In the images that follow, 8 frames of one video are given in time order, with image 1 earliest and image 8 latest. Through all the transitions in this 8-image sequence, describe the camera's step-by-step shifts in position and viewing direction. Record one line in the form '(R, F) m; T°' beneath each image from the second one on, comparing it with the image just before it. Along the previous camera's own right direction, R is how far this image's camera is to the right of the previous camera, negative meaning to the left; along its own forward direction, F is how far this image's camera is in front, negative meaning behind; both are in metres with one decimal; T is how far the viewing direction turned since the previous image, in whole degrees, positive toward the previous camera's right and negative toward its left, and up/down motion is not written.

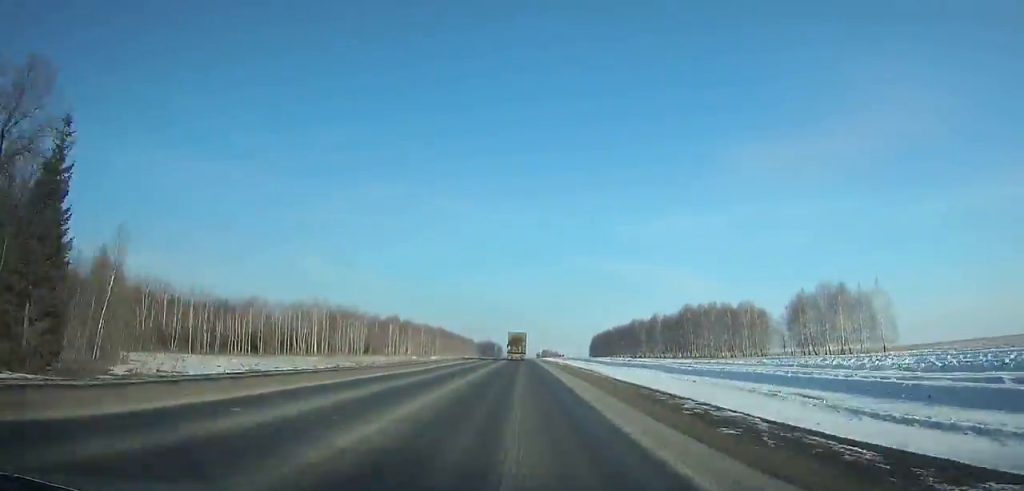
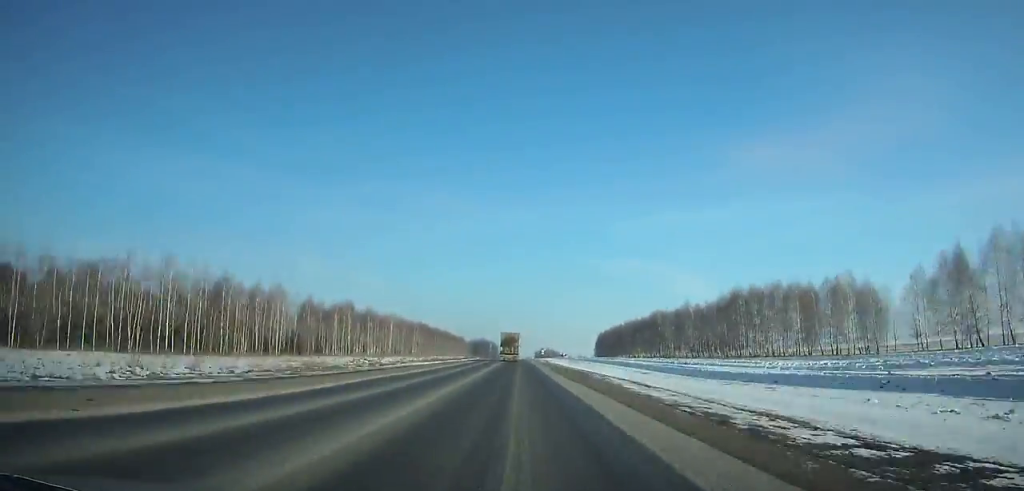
(+0.2, +49.1) m; 0°
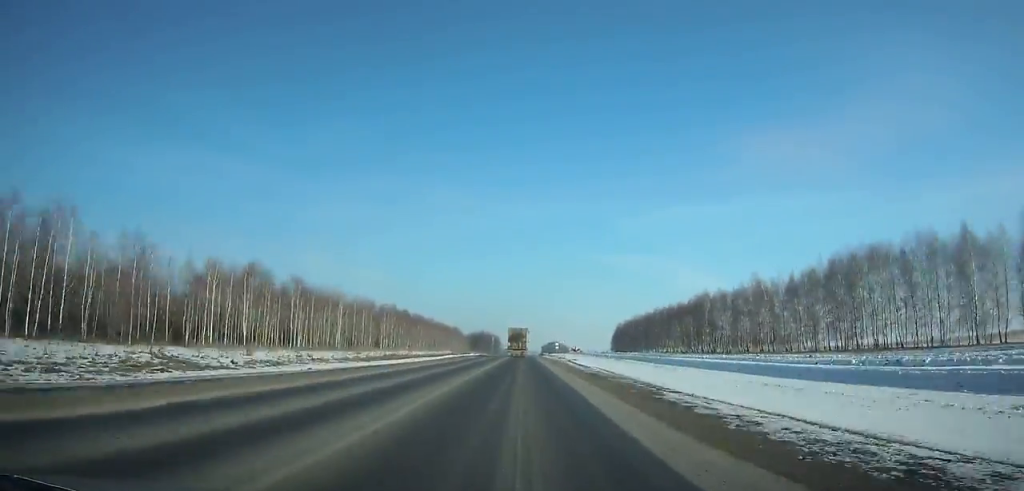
(-0.3, +54.3) m; 0°
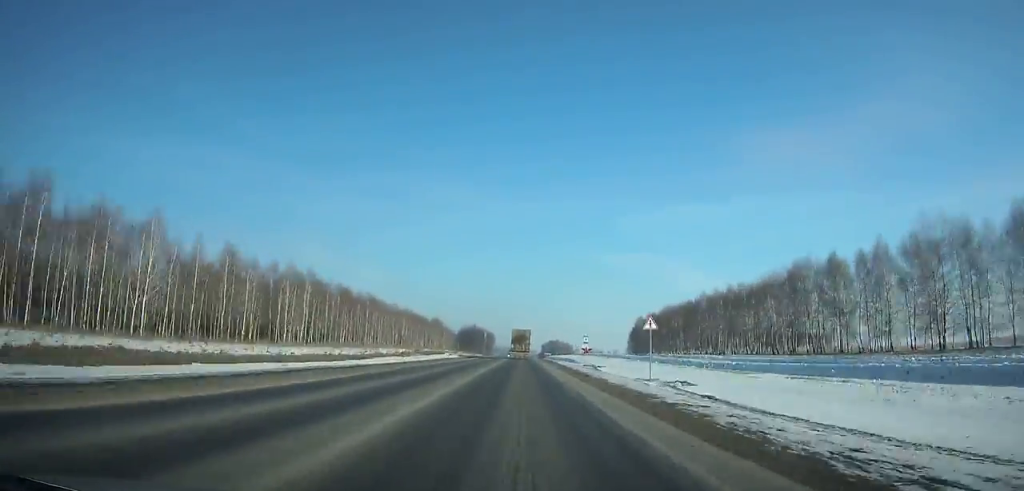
(0.0, +67.1) m; 0°
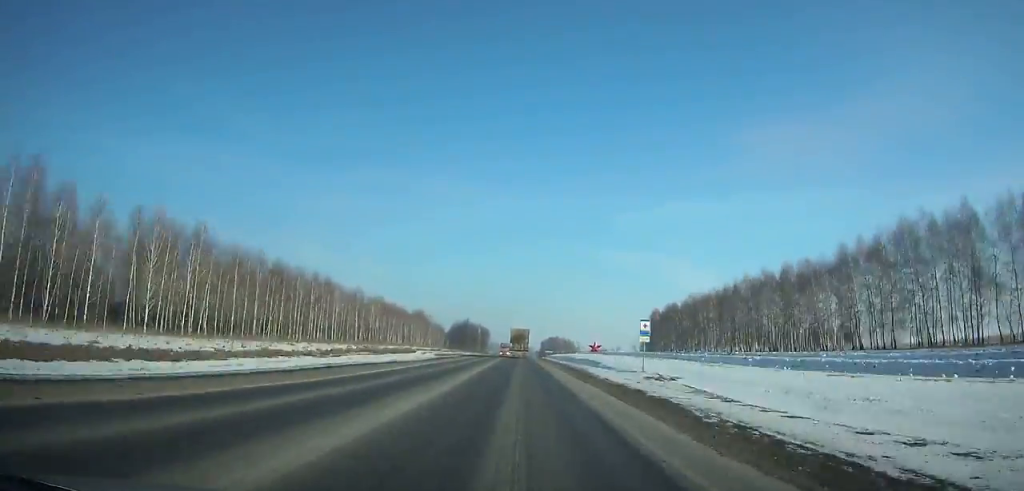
(0.0, +37.3) m; 0°
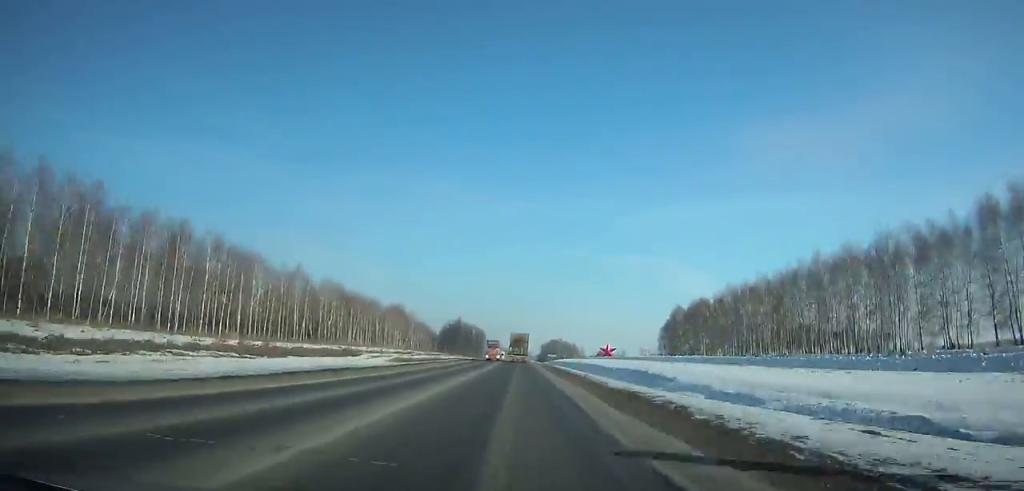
(0.0, +37.3) m; 0°
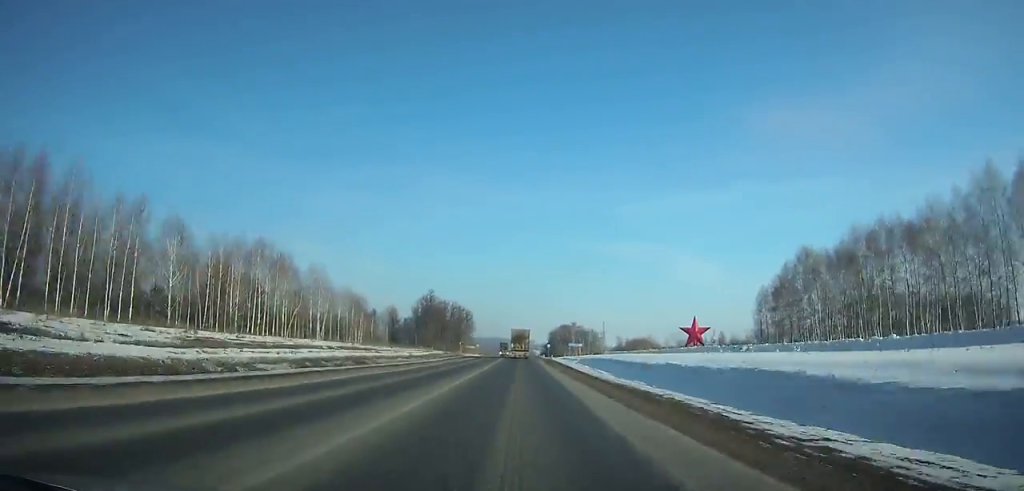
(0.0, +96.5) m; 0°
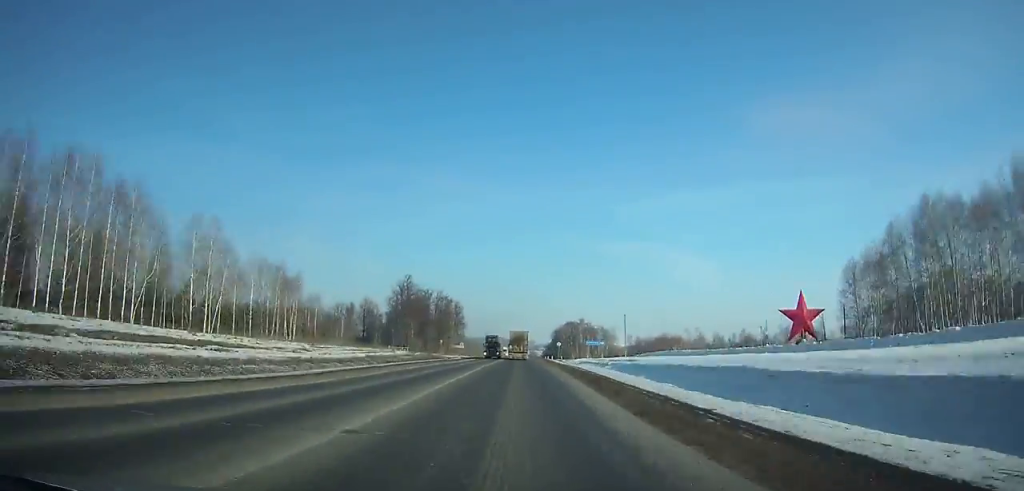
(0.0, +39.4) m; 0°
